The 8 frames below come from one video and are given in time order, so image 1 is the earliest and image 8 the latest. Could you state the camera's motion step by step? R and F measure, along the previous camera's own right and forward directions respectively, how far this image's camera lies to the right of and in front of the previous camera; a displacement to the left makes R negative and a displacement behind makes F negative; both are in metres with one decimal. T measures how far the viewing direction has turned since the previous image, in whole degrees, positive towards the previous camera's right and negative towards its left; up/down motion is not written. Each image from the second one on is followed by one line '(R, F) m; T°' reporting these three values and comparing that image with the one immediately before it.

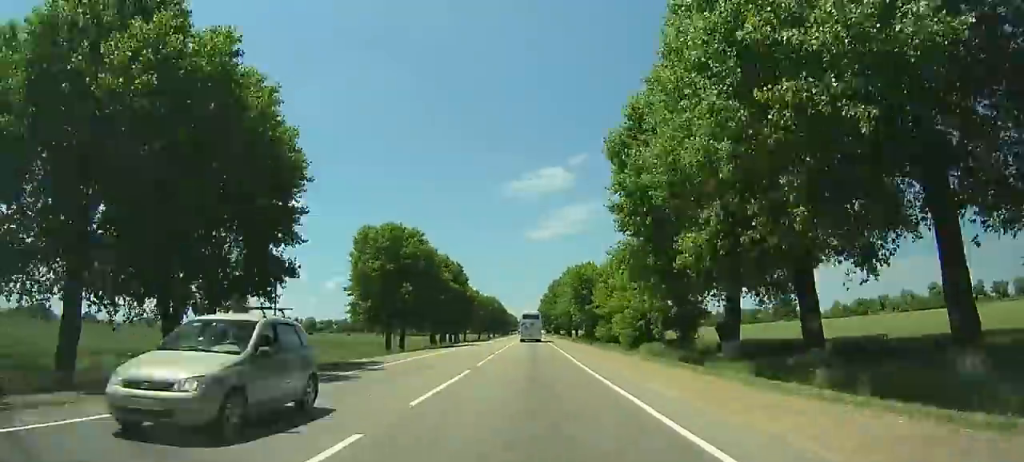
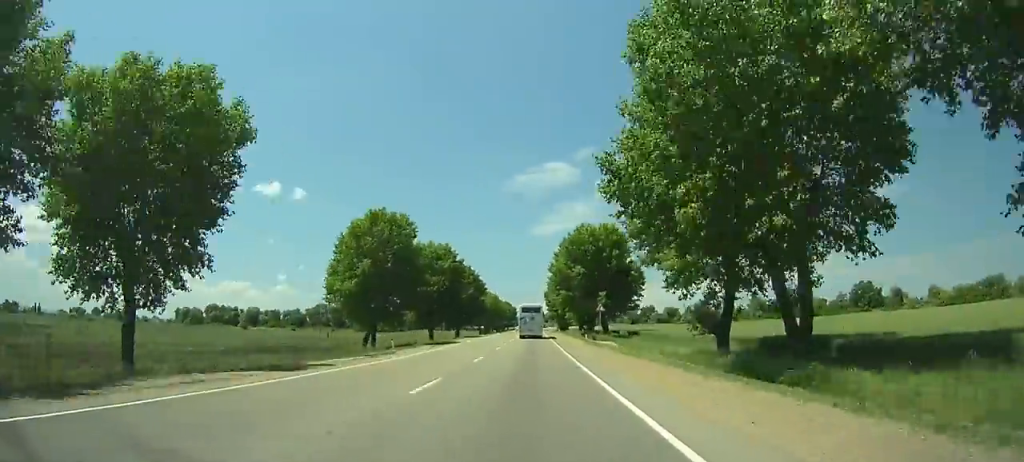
(+0.5, +112.3) m; 0°
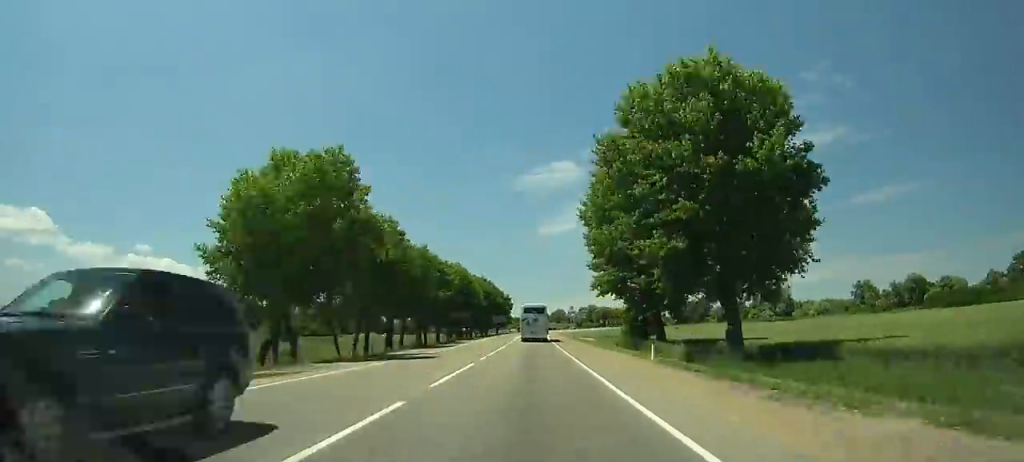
(-0.2, +127.8) m; 0°
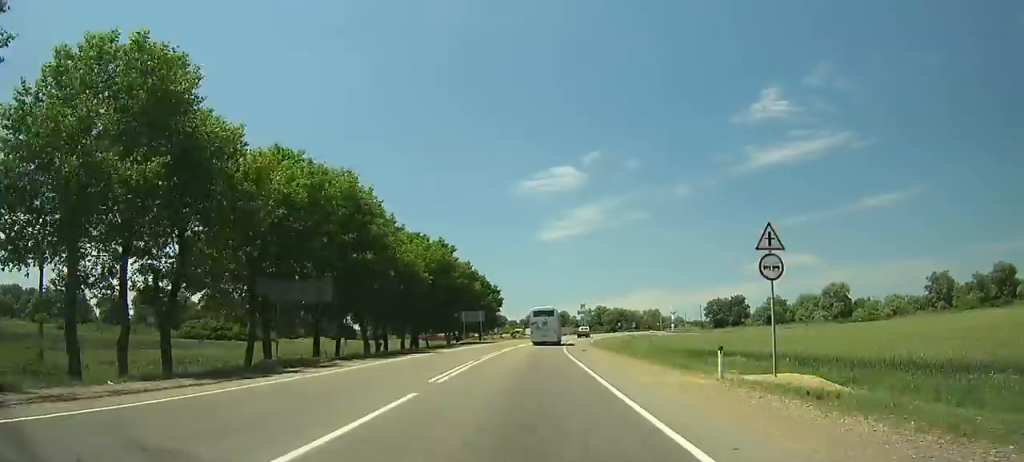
(0.0, +55.8) m; +1°
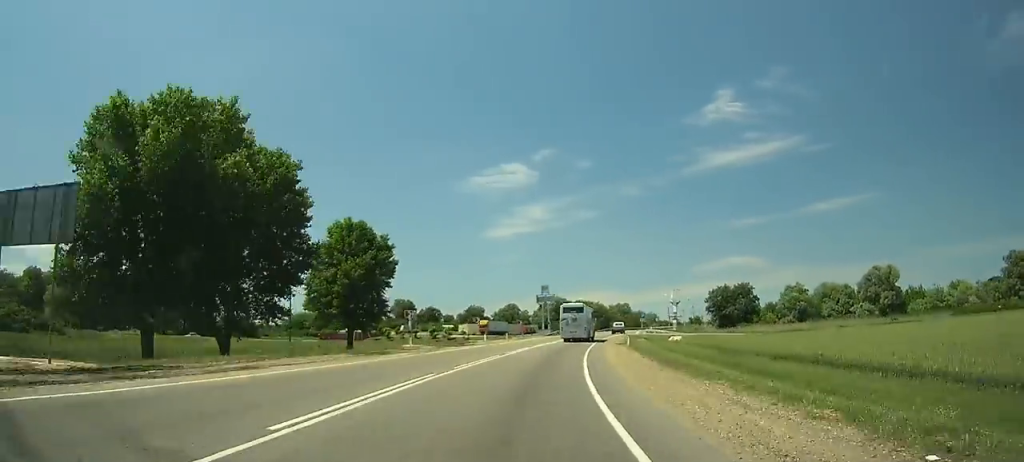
(+1.3, +66.6) m; +5°
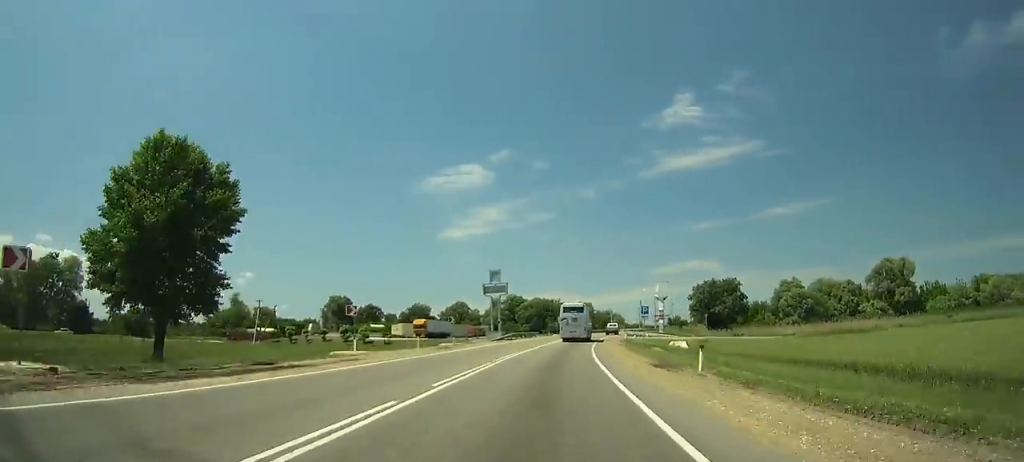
(-0.5, +29.9) m; +4°
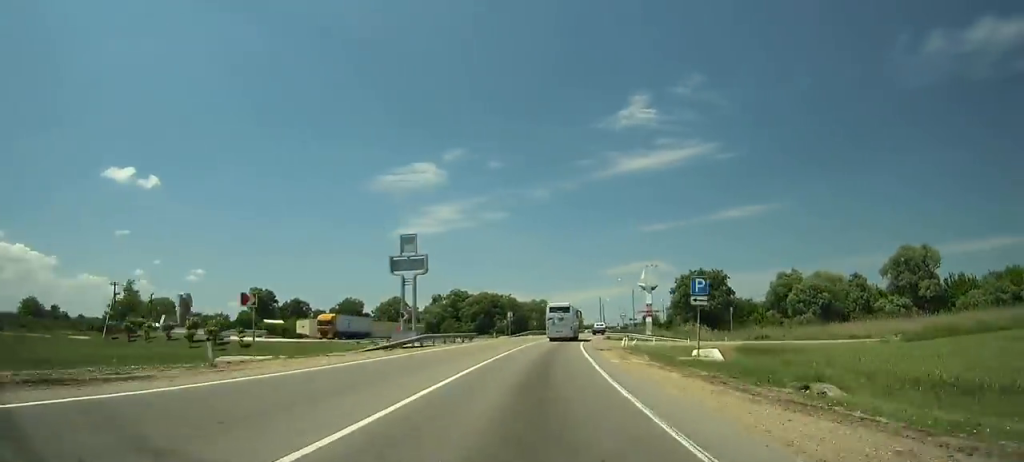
(+2.3, +29.3) m; +4°
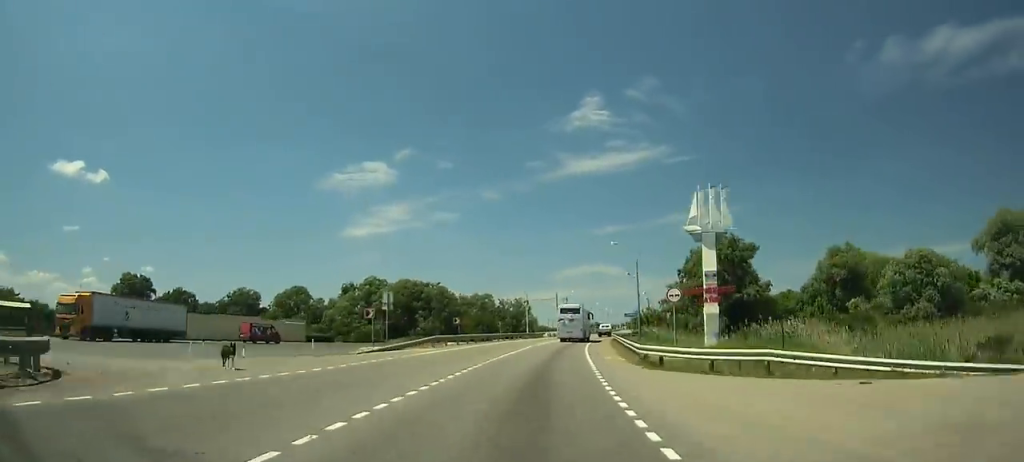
(+2.6, +46.7) m; +6°
